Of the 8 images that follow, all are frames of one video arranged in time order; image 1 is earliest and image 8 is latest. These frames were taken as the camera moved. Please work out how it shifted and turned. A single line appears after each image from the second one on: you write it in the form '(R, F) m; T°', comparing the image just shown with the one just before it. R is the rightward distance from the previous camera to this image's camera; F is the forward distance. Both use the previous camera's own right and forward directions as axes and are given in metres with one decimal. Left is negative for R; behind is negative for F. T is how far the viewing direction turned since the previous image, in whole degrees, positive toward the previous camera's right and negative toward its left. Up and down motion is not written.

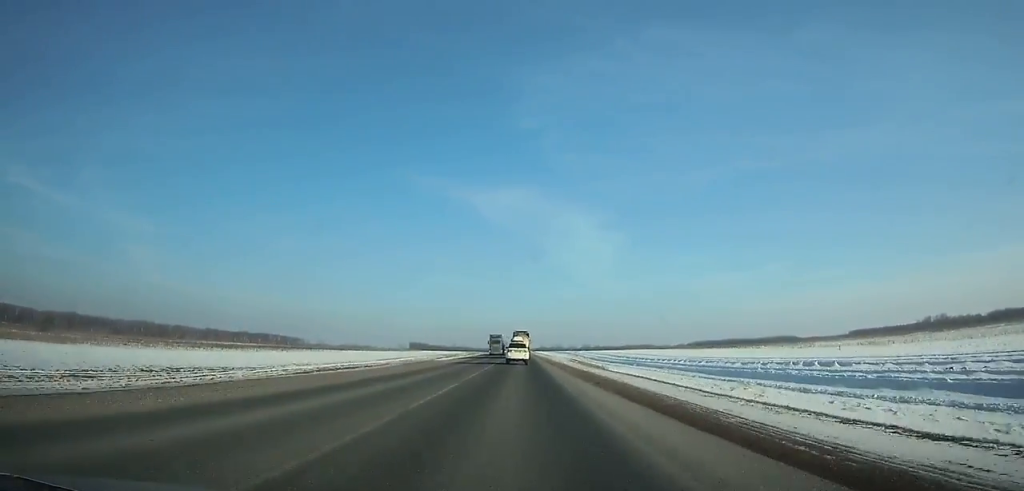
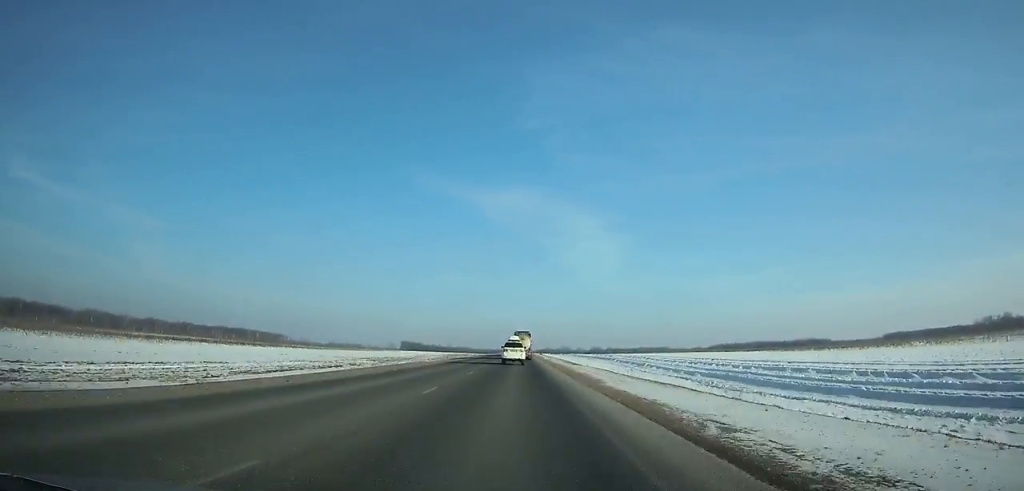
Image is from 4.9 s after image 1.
(-0.4, +111.2) m; 0°
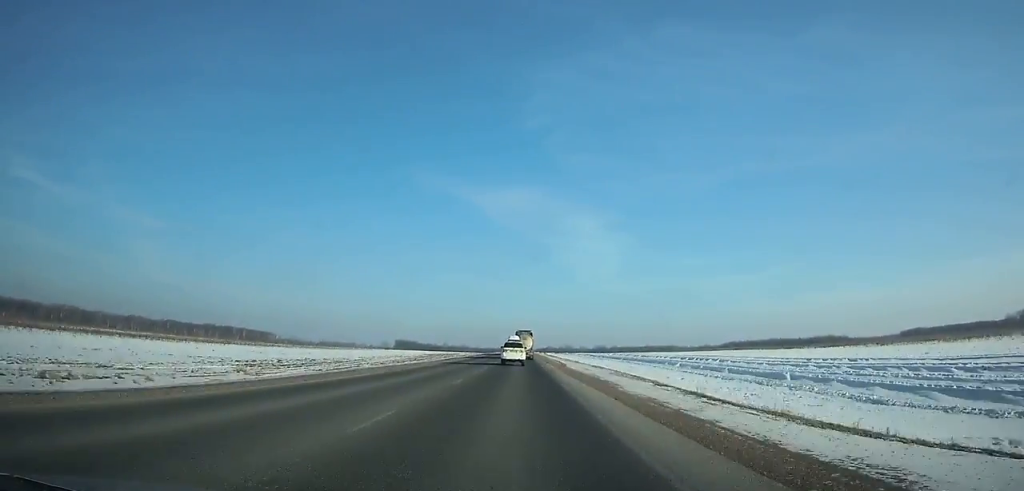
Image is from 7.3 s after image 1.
(-0.1, +55.1) m; 0°
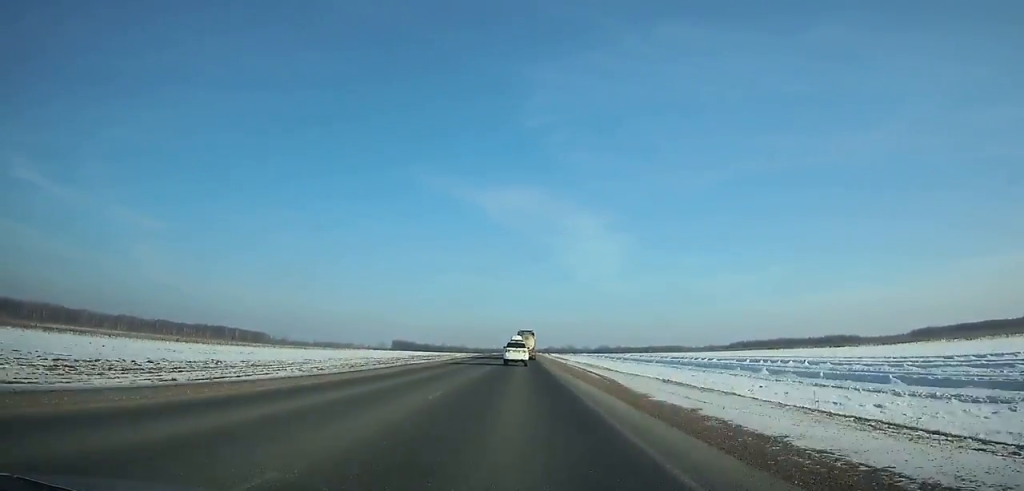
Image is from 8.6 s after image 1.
(0.0, +30.1) m; 0°
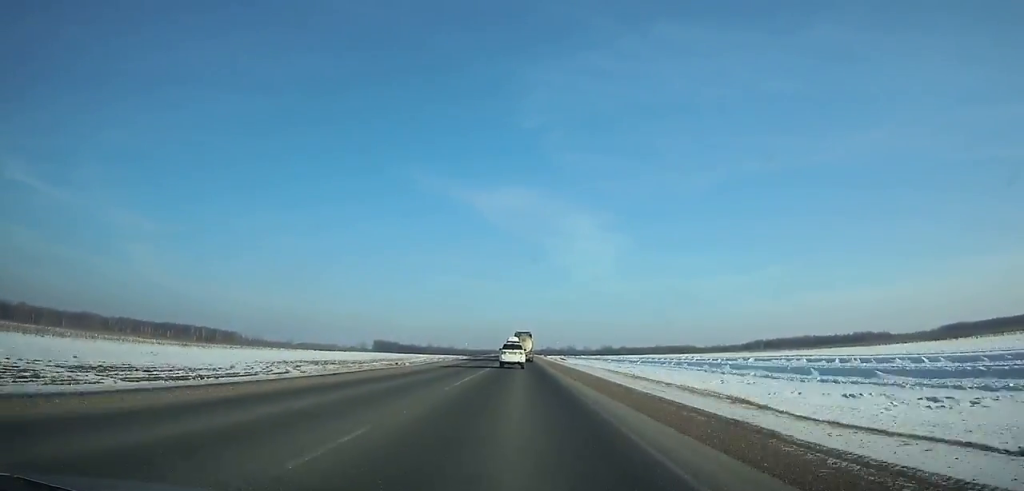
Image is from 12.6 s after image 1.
(+0.3, +92.8) m; 0°
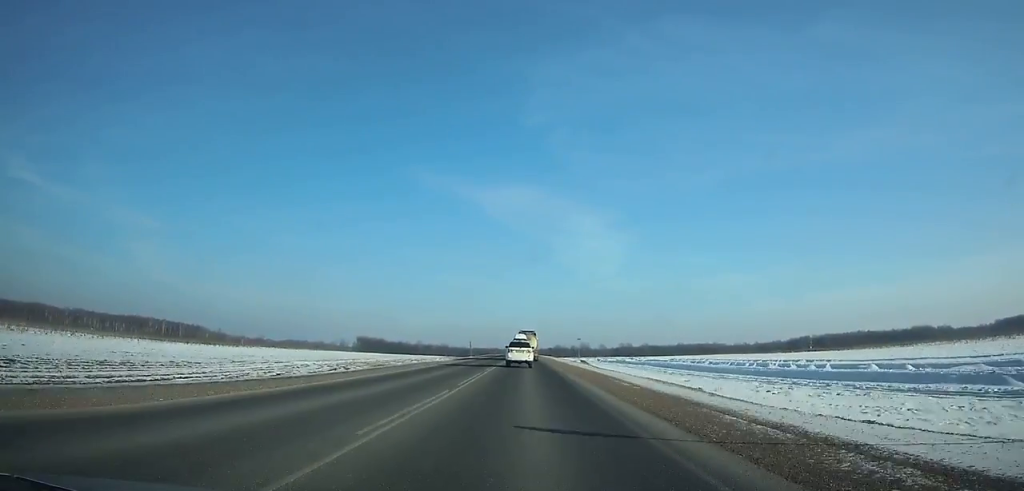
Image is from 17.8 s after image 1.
(-0.3, +121.9) m; 0°
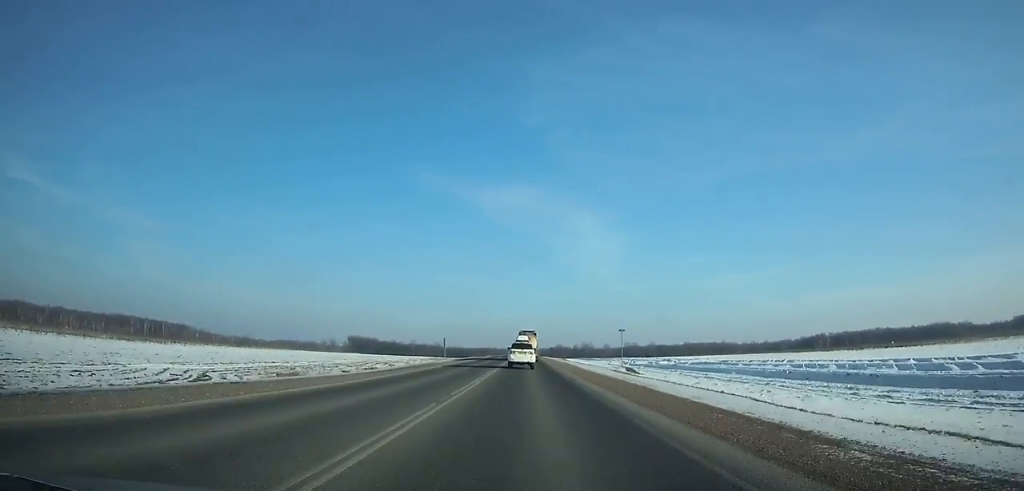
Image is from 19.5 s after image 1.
(+0.1, +40.2) m; 0°
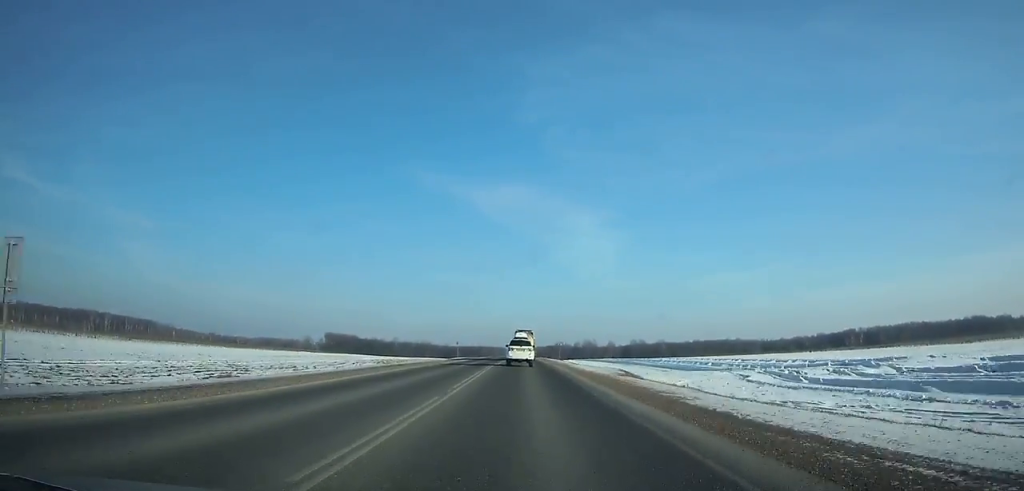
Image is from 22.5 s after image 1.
(+0.2, +71.1) m; 0°
